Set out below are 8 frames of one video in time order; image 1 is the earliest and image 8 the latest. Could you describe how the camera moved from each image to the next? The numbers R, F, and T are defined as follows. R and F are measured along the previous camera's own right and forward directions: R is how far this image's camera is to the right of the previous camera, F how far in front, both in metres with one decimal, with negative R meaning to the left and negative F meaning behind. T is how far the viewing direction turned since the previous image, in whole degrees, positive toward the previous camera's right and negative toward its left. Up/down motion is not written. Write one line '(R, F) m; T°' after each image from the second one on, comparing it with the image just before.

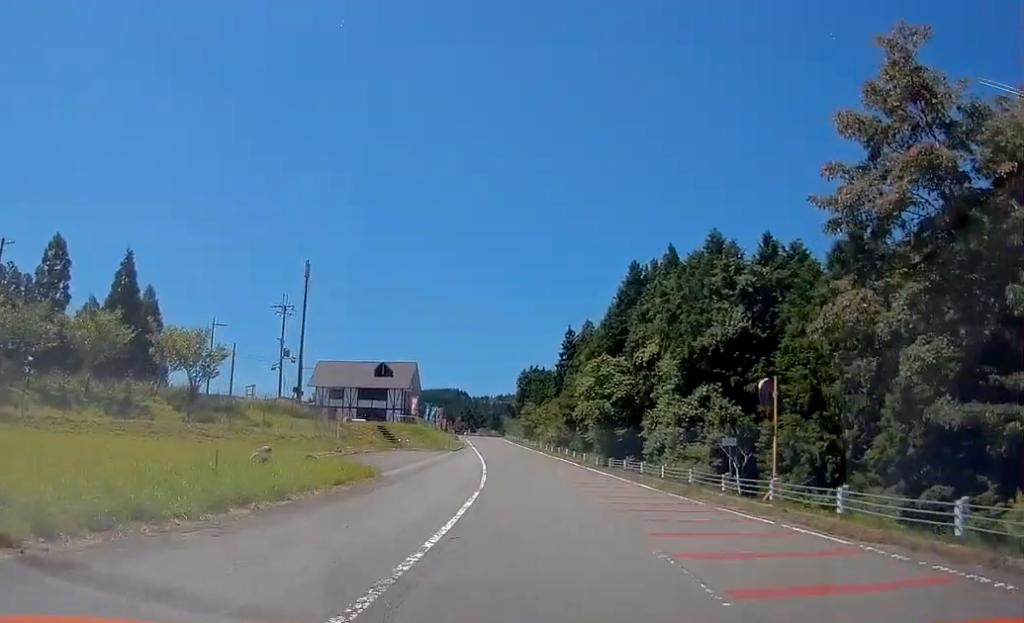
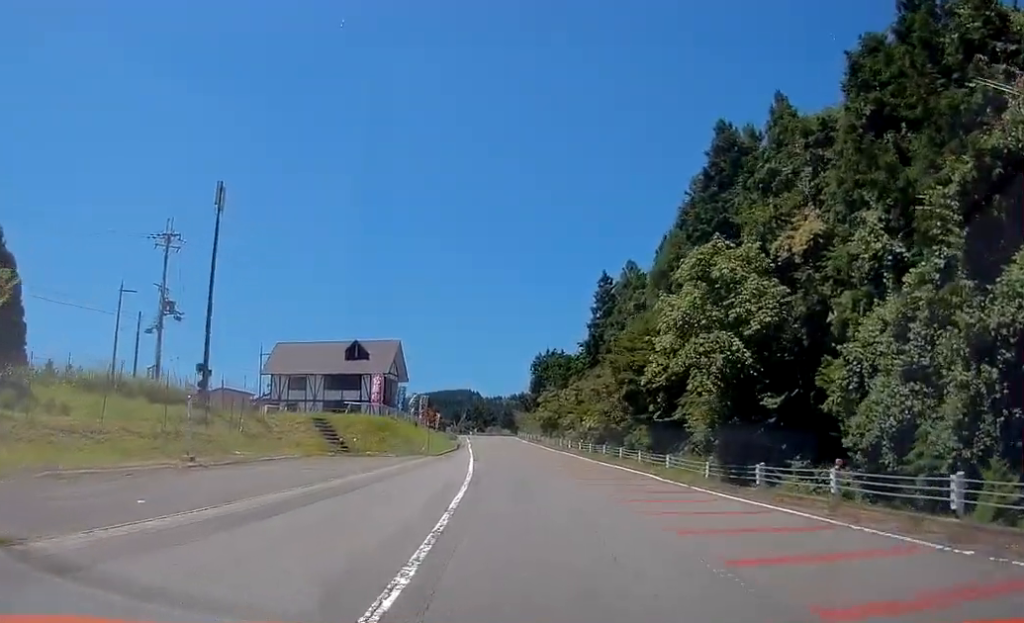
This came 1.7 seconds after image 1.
(-0.9, +22.9) m; -4°
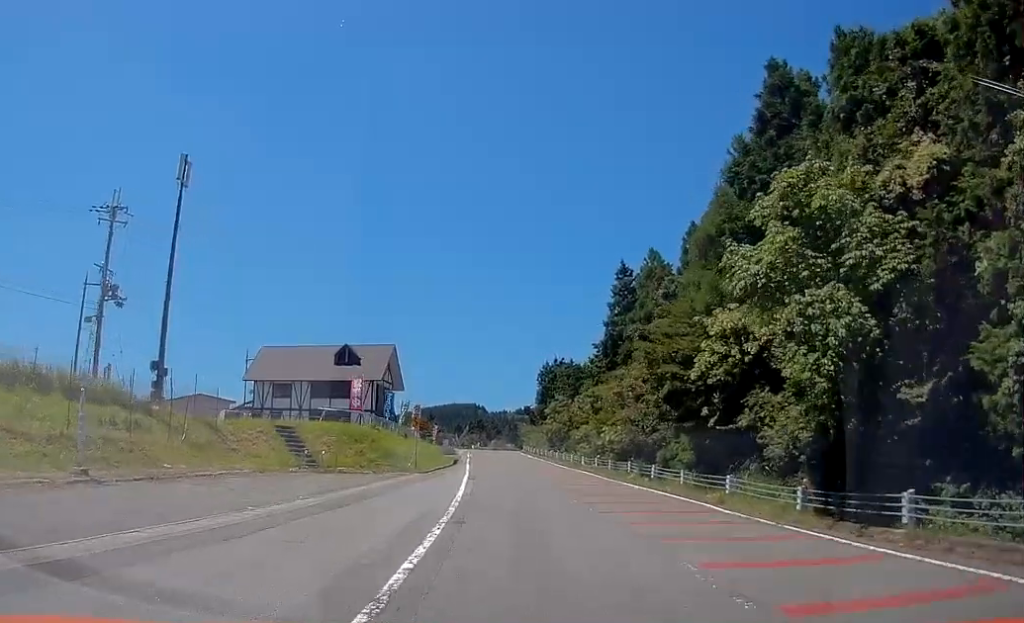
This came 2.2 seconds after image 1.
(0.0, +6.8) m; 0°
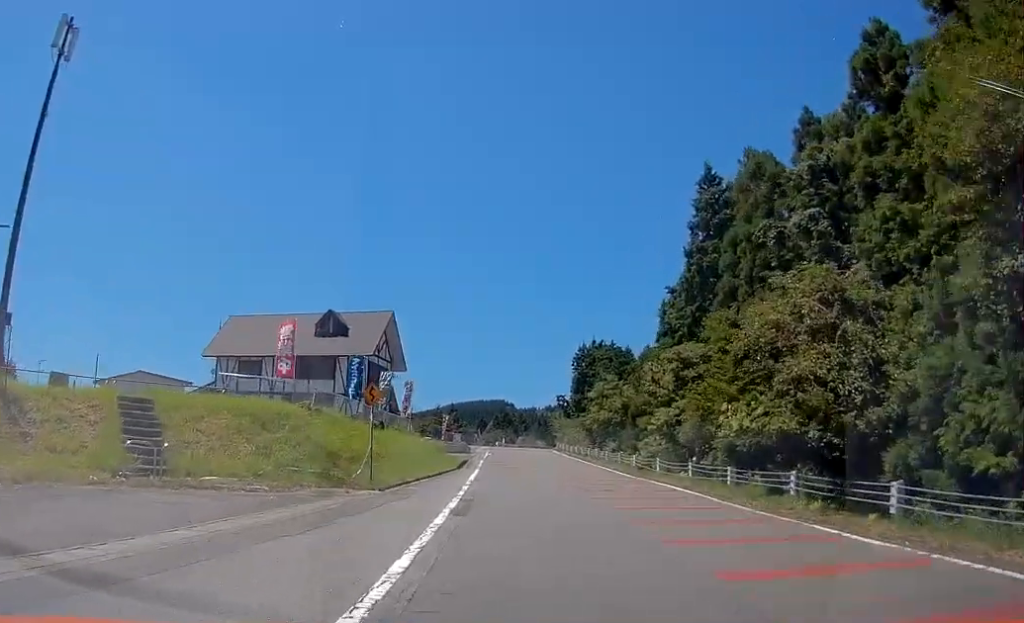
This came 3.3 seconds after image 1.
(-0.2, +15.6) m; -1°
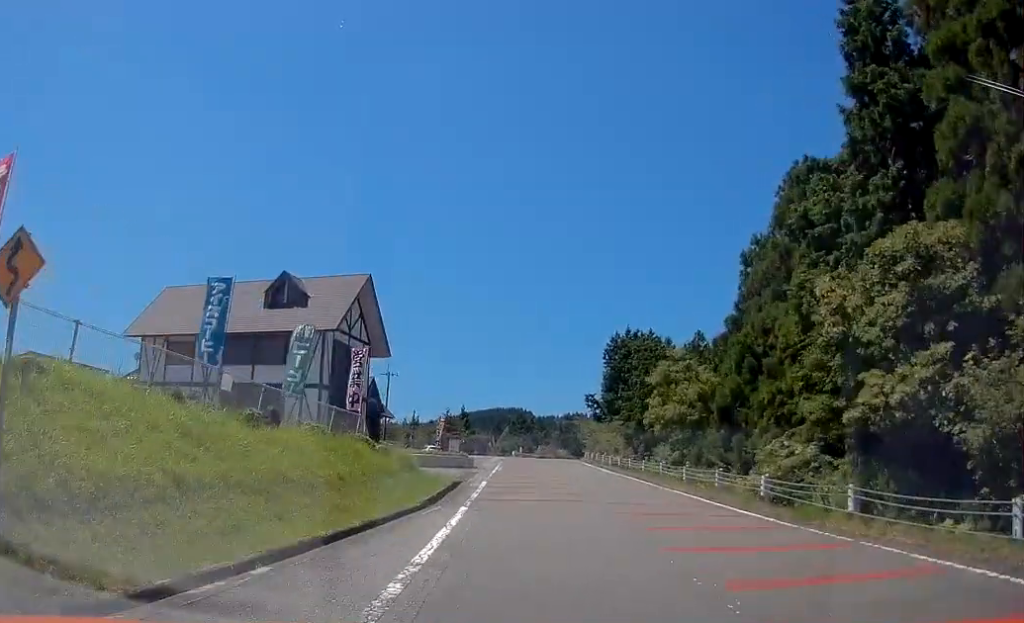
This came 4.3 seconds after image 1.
(-0.2, +14.7) m; 0°
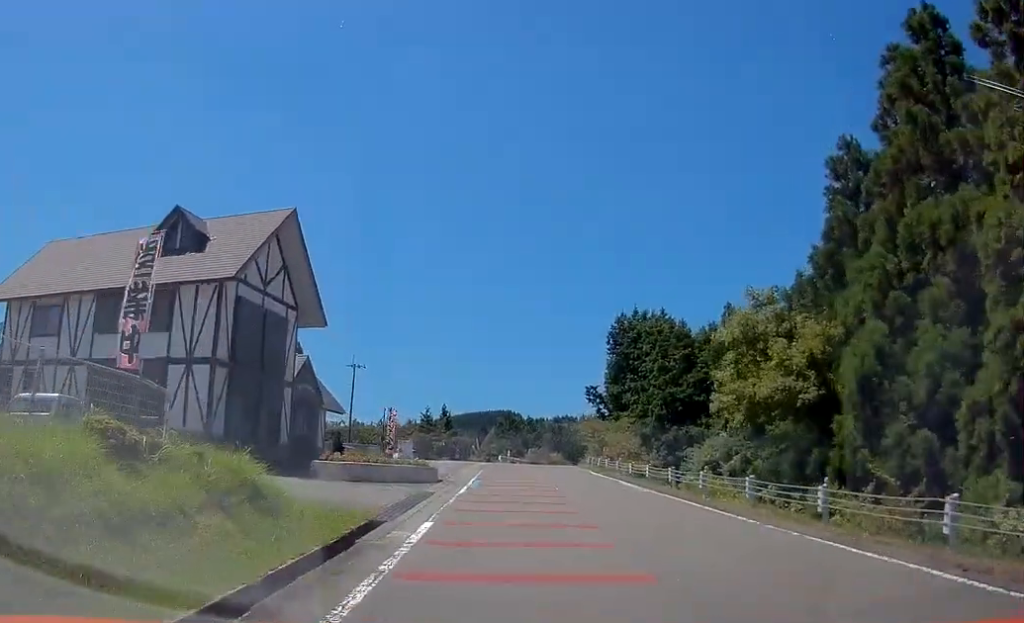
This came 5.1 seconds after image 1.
(+0.1, +12.1) m; 0°
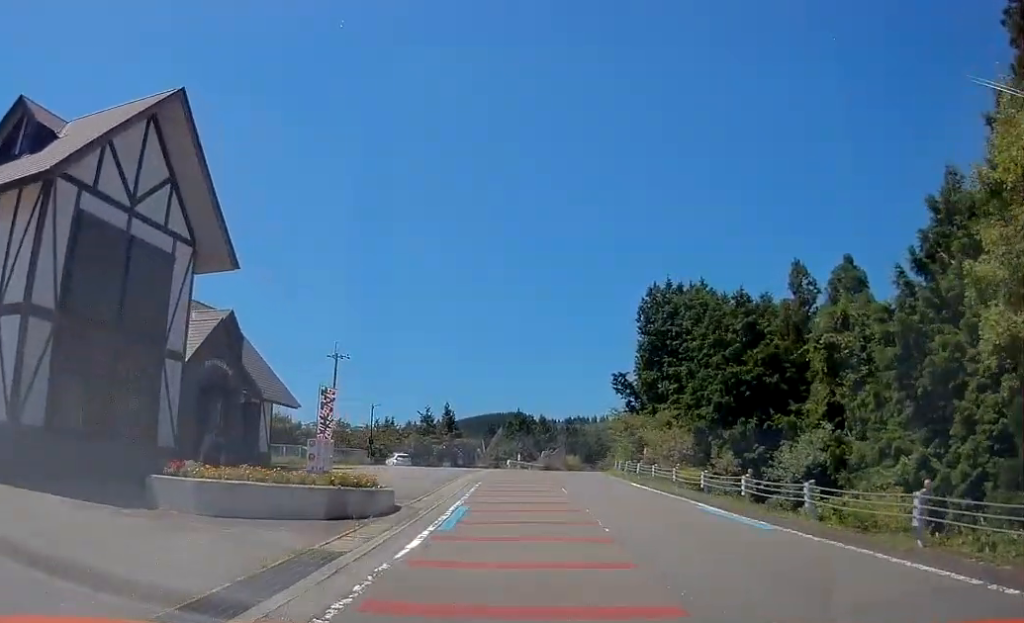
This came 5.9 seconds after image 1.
(0.0, +11.2) m; 0°
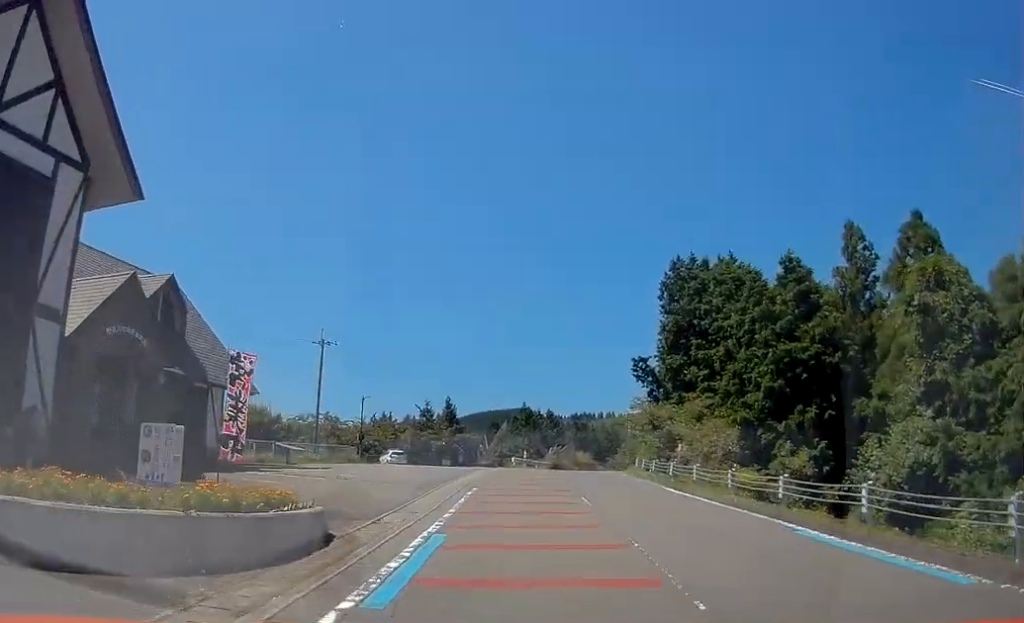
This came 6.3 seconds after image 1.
(0.0, +6.4) m; 0°
